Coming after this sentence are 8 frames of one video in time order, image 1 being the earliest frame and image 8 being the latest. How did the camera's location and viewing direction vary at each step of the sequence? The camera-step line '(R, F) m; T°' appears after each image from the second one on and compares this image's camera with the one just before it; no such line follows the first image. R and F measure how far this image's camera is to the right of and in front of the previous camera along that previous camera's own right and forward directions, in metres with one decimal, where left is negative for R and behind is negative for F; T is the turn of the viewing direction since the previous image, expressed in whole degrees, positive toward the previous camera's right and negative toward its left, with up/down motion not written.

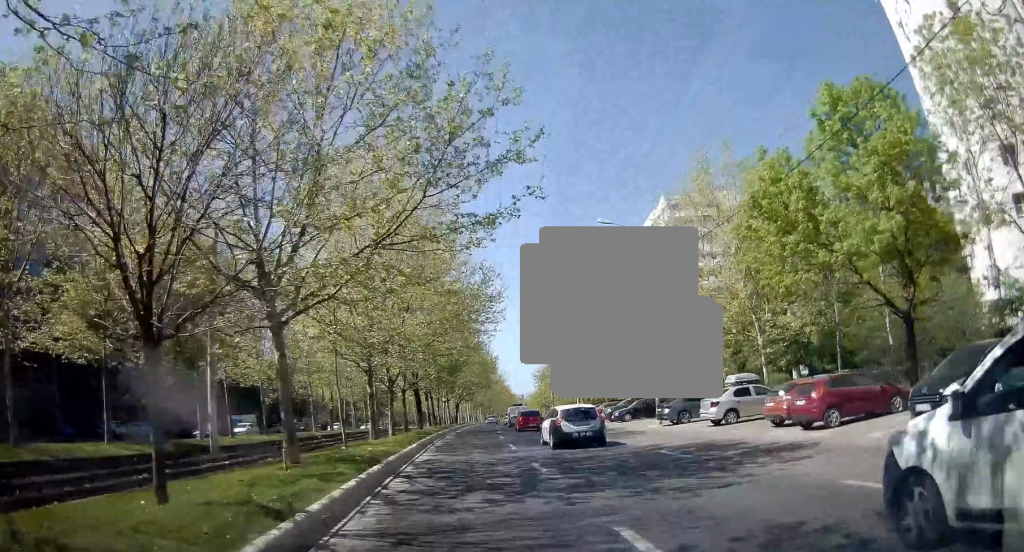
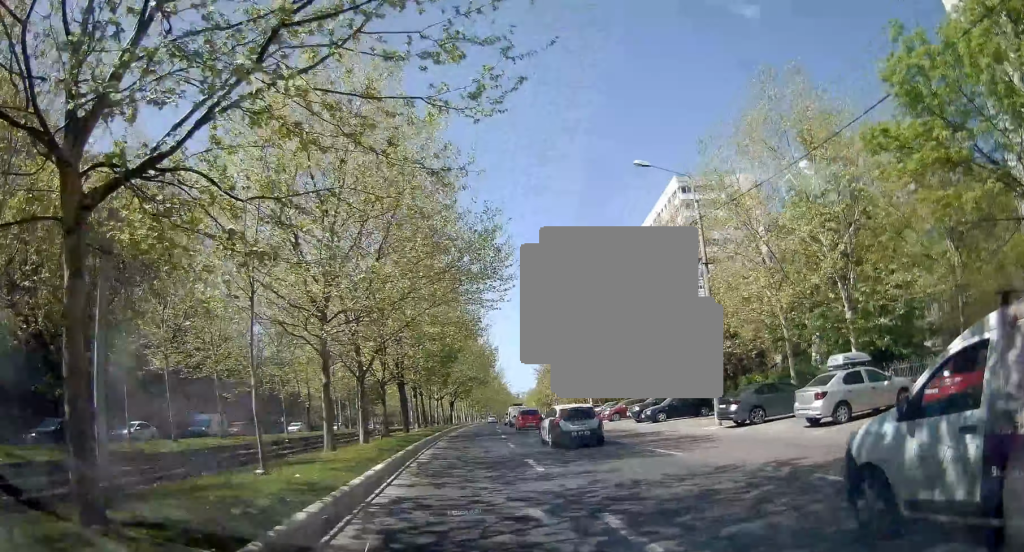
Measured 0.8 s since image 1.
(-0.4, +7.4) m; -1°
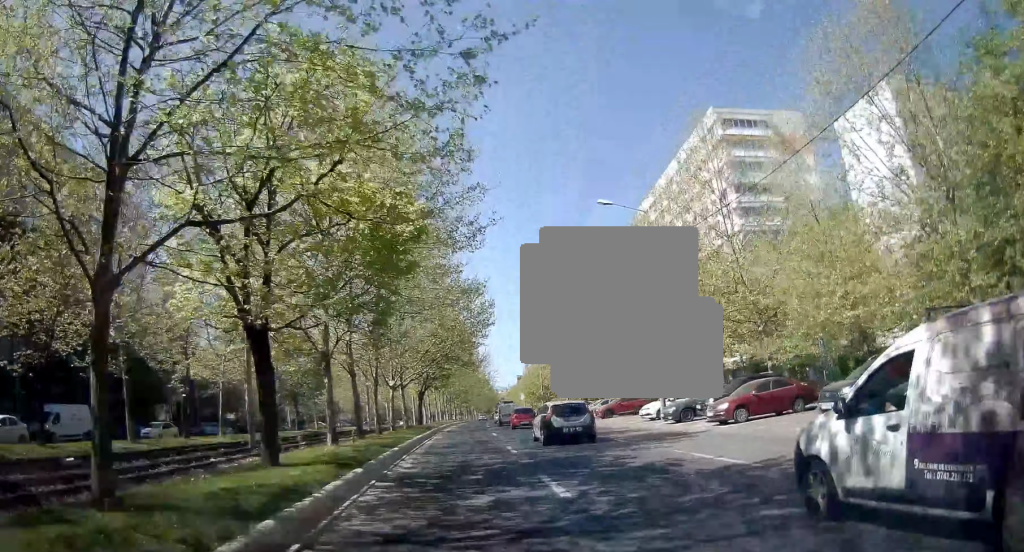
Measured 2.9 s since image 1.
(+0.7, +21.1) m; +4°
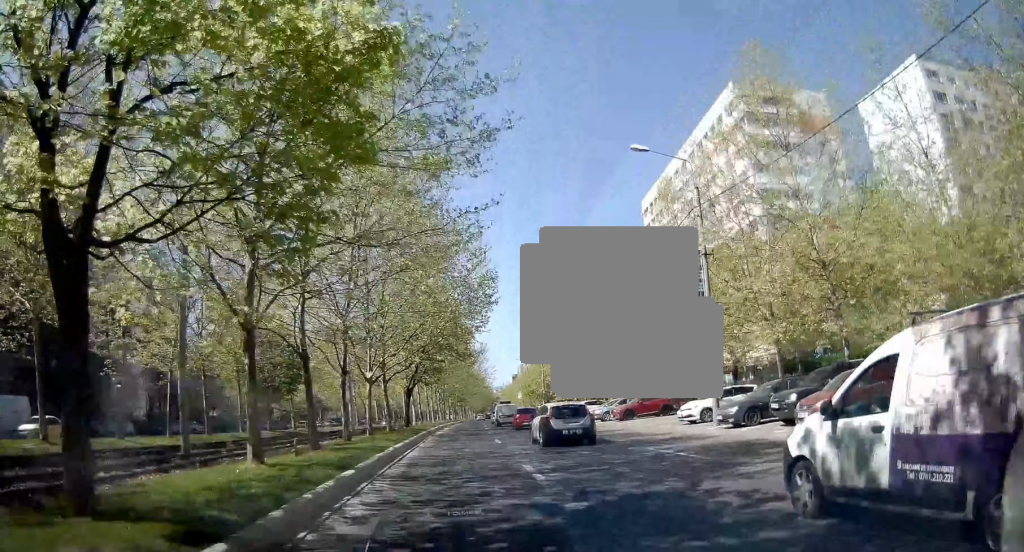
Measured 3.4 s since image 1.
(+0.2, +6.1) m; 0°
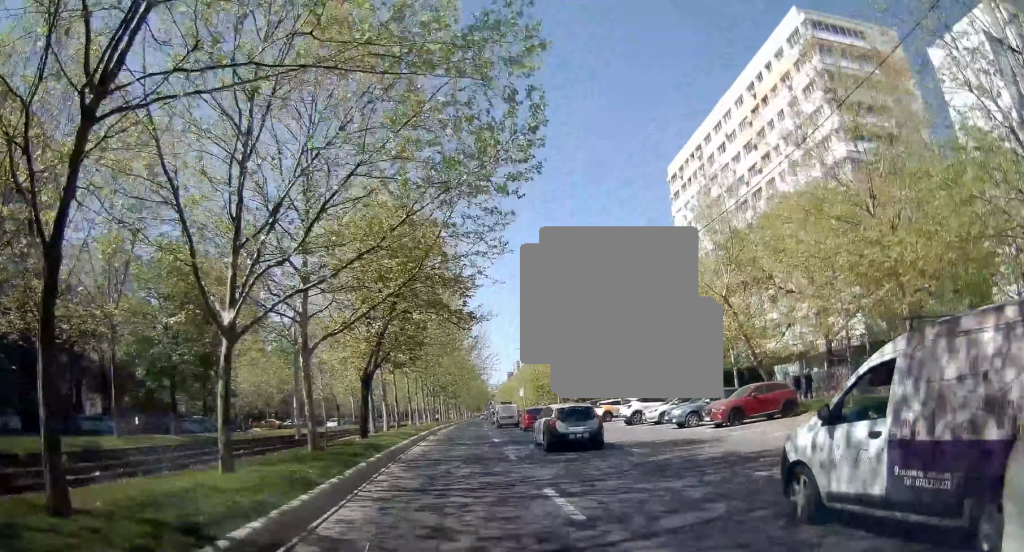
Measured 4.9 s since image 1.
(-0.3, +15.8) m; +2°
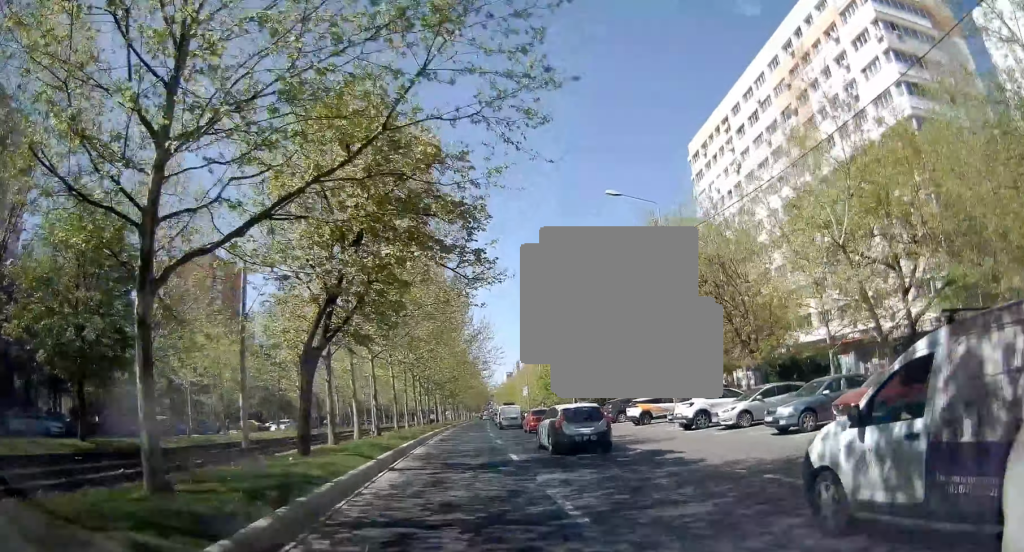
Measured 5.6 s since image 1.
(+0.6, +9.0) m; +3°
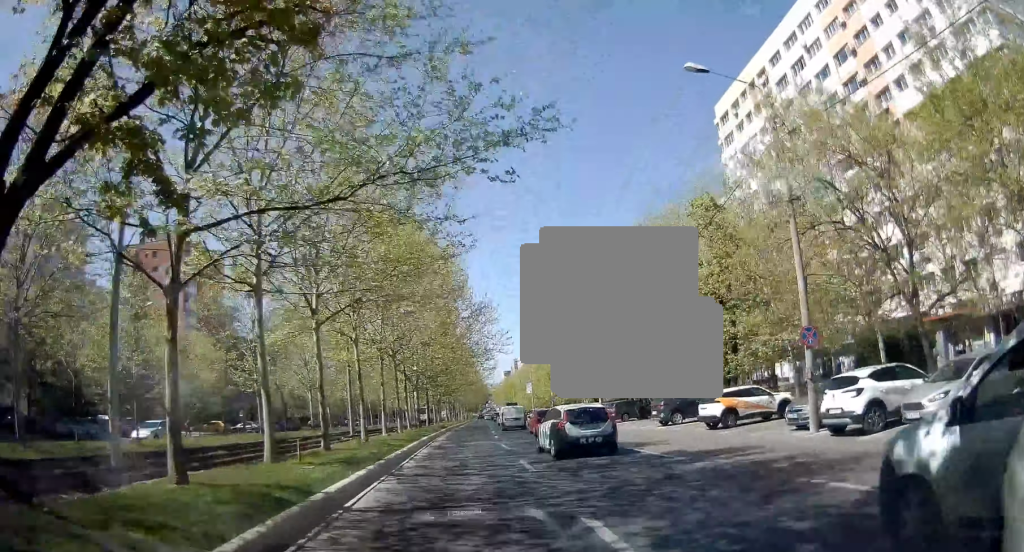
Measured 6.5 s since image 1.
(+0.1, +11.0) m; +1°
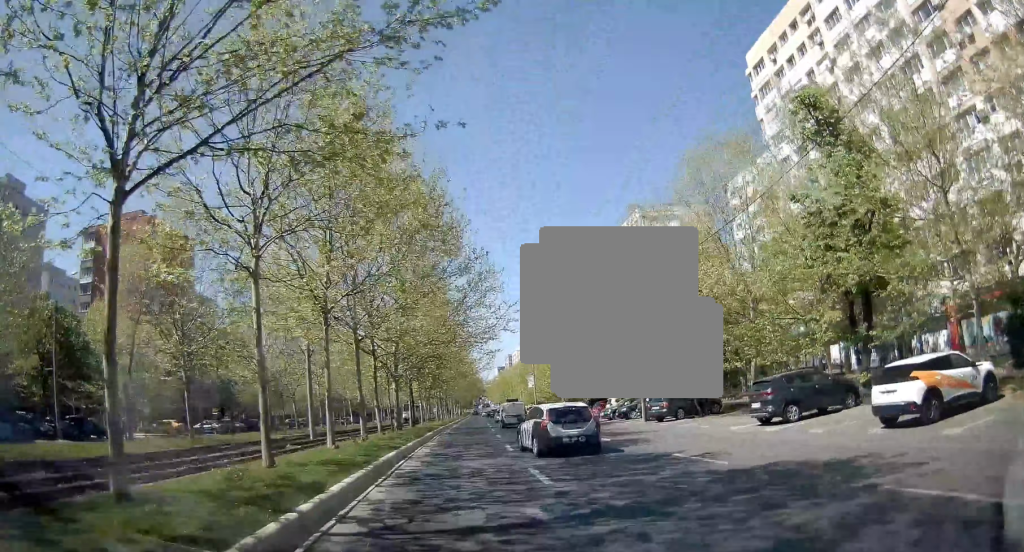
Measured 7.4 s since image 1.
(0.0, +11.2) m; +1°
